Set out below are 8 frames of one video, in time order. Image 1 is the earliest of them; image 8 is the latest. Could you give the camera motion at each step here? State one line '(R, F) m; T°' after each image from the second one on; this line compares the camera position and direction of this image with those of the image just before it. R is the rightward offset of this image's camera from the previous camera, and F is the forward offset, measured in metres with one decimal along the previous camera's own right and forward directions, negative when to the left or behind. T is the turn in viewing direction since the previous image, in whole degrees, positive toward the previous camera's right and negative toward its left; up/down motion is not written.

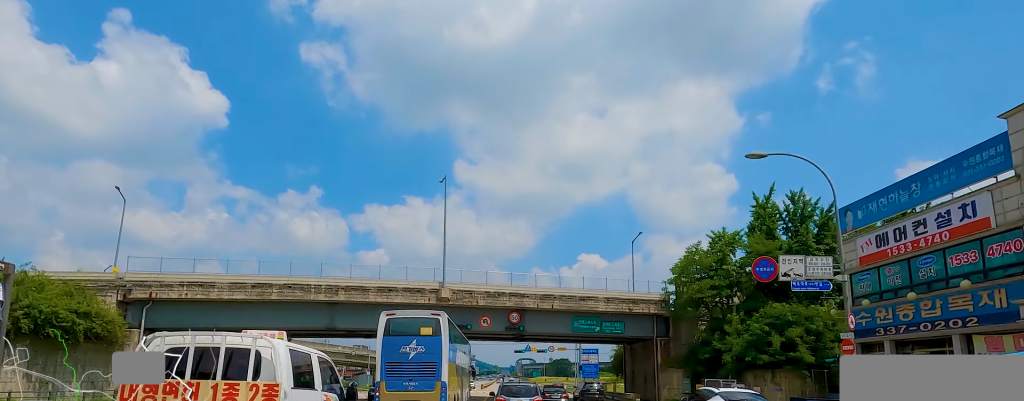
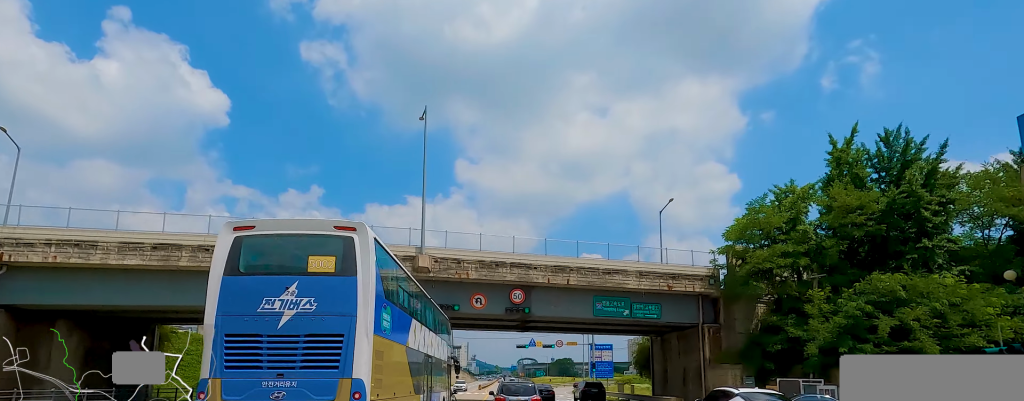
(+0.2, +10.8) m; -2°
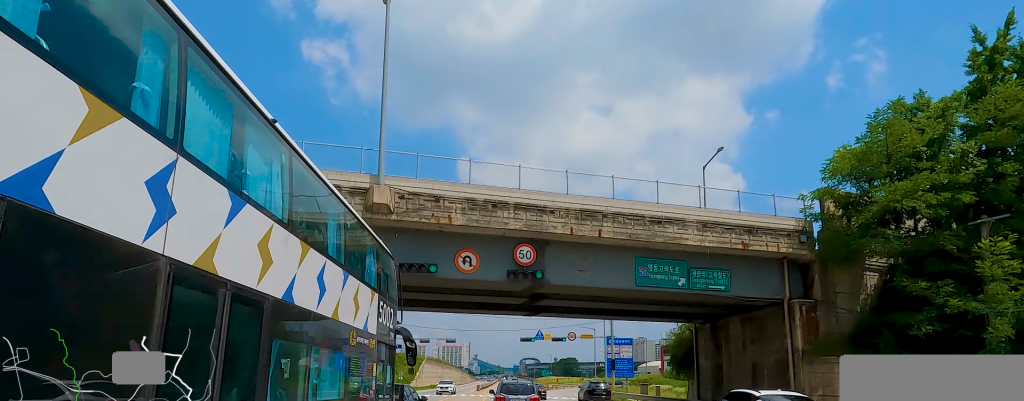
(-0.7, +10.7) m; -4°
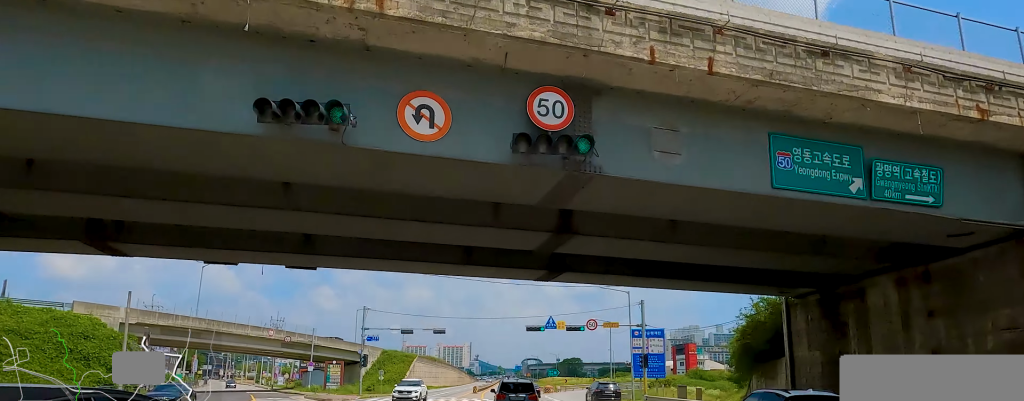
(0.0, +11.8) m; 0°
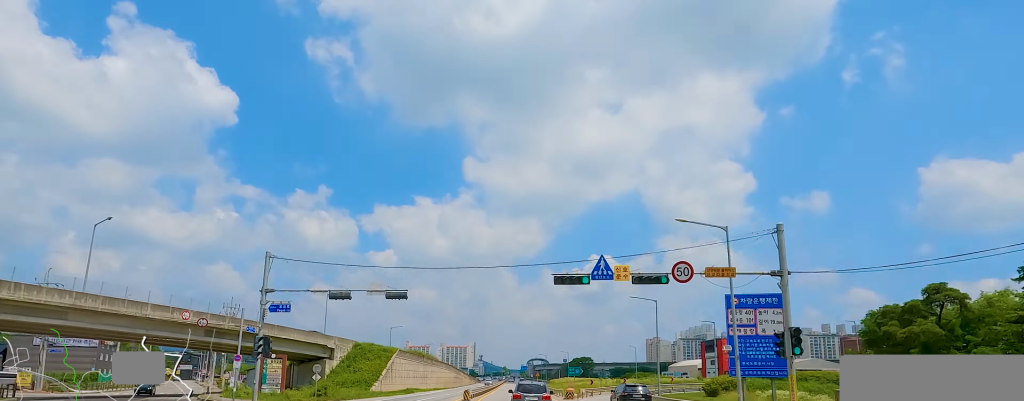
(0.0, +21.4) m; 0°
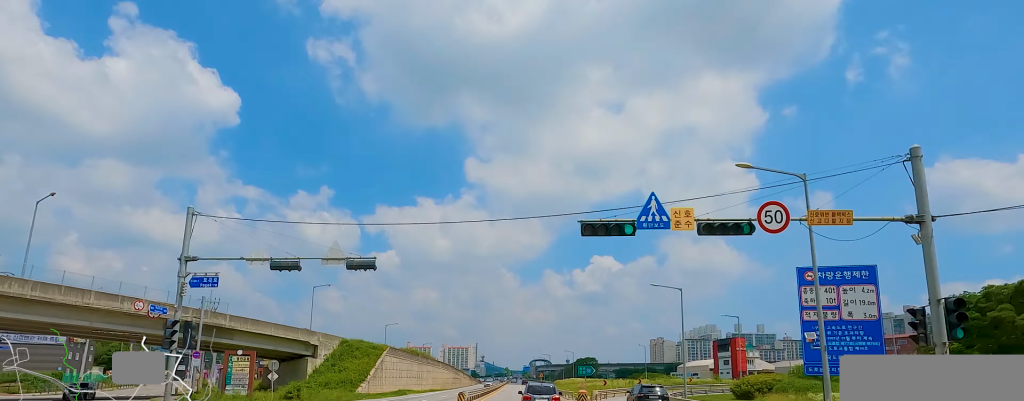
(0.0, +7.2) m; 0°
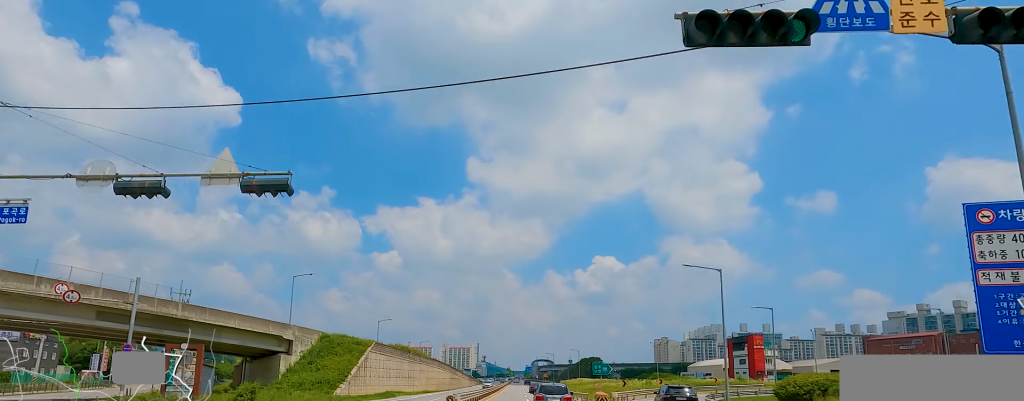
(0.0, +8.7) m; +2°
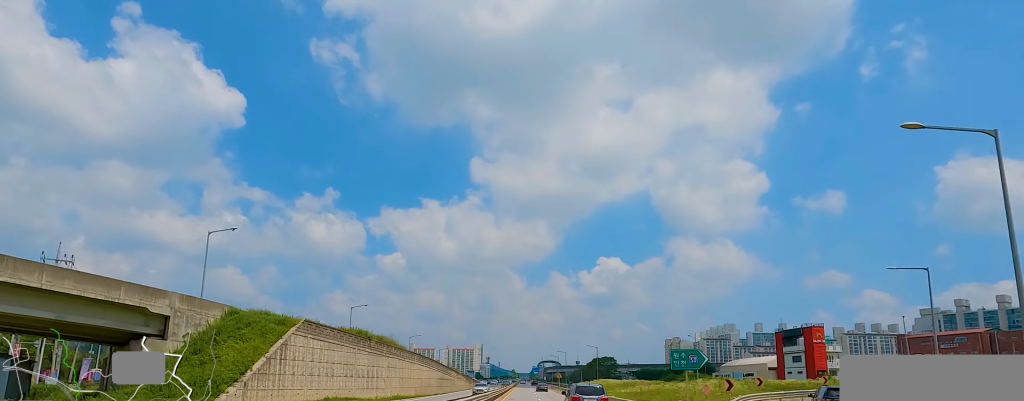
(+1.3, +22.4) m; +1°
